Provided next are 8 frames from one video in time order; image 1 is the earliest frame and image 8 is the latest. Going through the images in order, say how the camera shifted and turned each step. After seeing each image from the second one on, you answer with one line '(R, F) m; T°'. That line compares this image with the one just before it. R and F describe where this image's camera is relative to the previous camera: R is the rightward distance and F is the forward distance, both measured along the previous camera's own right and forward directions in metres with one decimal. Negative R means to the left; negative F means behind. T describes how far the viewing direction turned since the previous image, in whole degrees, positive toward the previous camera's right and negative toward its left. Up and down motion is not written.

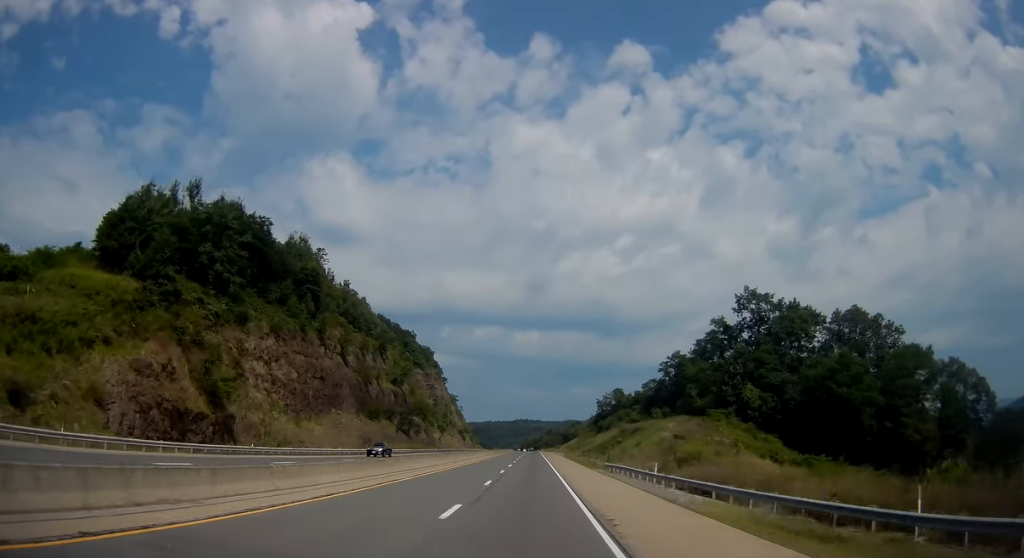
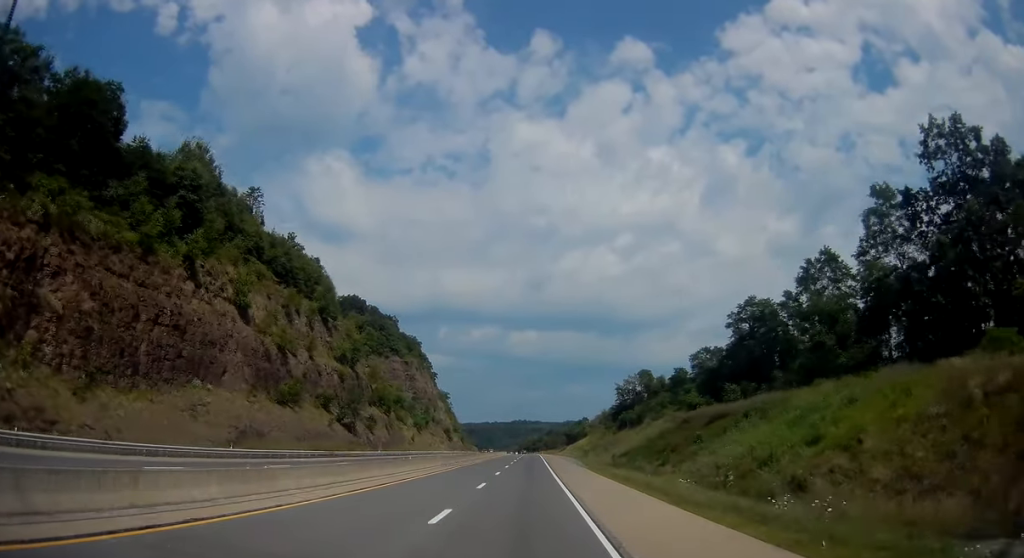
(+0.1, +49.2) m; 0°
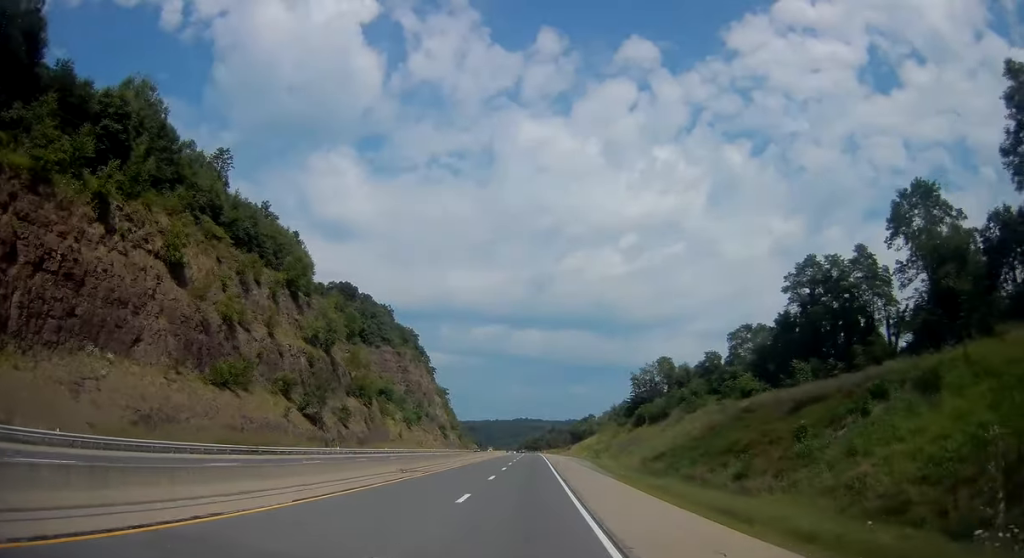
(0.0, +19.8) m; 0°
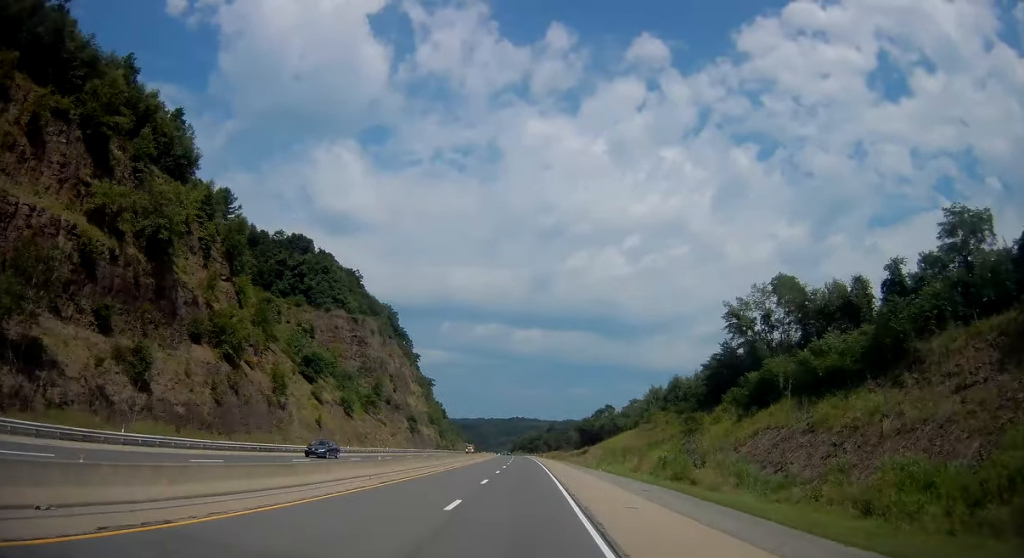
(0.0, +62.6) m; -1°
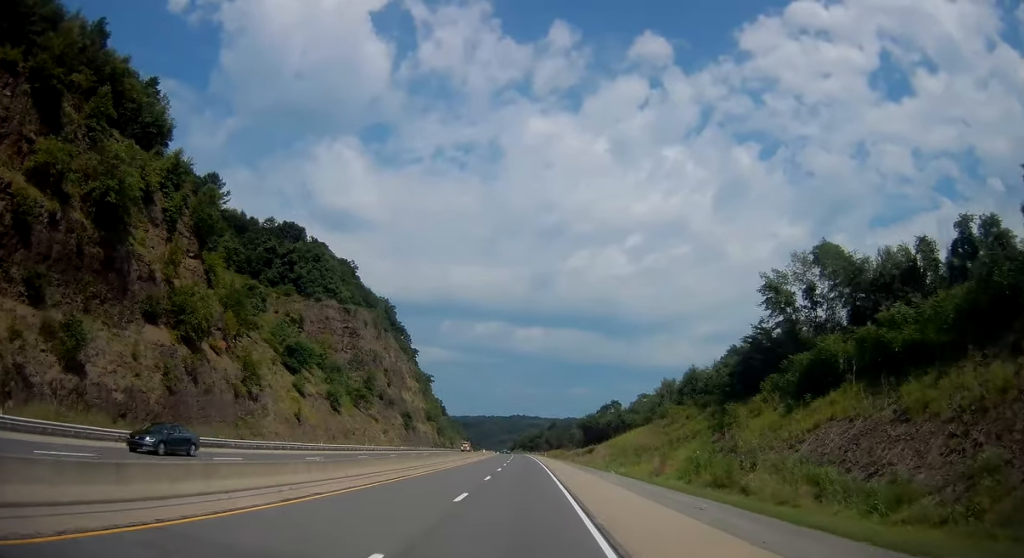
(-0.1, +10.3) m; 0°
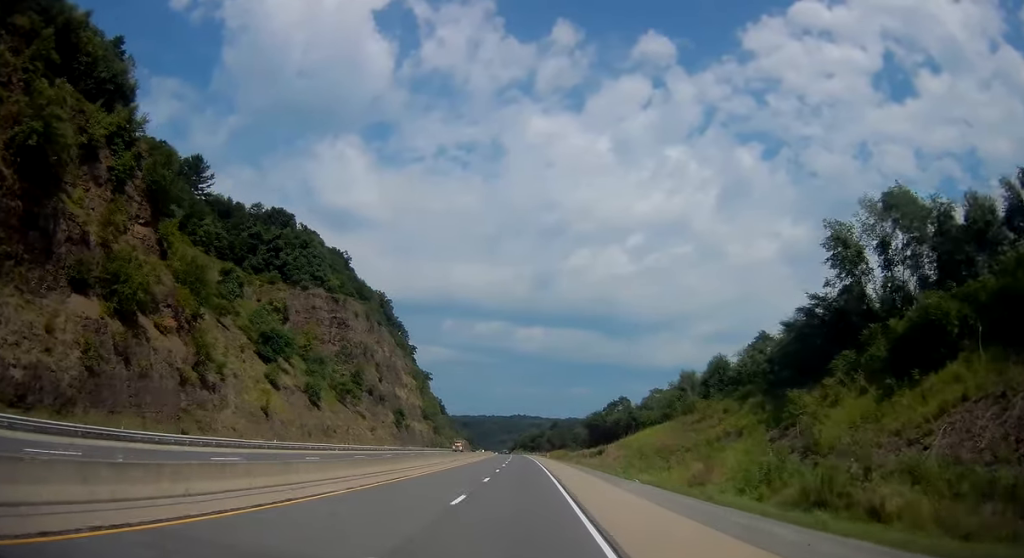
(+0.1, +12.8) m; +1°
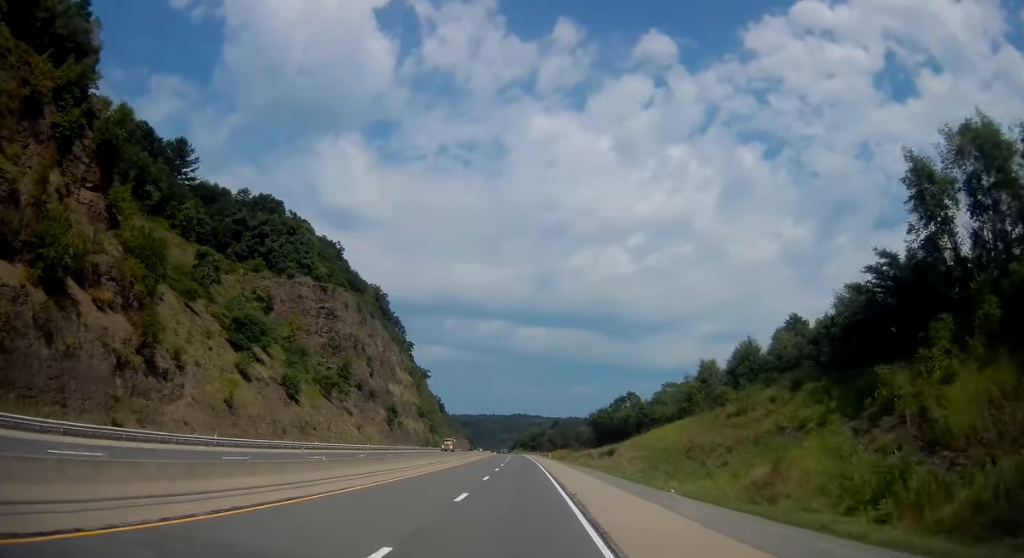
(0.0, +11.1) m; 0°
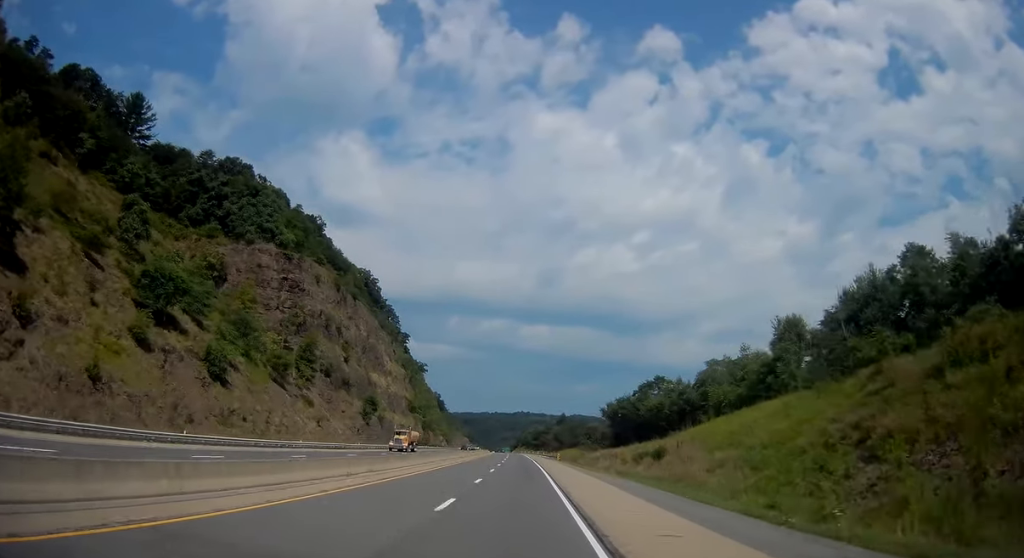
(+0.1, +27.4) m; -1°
